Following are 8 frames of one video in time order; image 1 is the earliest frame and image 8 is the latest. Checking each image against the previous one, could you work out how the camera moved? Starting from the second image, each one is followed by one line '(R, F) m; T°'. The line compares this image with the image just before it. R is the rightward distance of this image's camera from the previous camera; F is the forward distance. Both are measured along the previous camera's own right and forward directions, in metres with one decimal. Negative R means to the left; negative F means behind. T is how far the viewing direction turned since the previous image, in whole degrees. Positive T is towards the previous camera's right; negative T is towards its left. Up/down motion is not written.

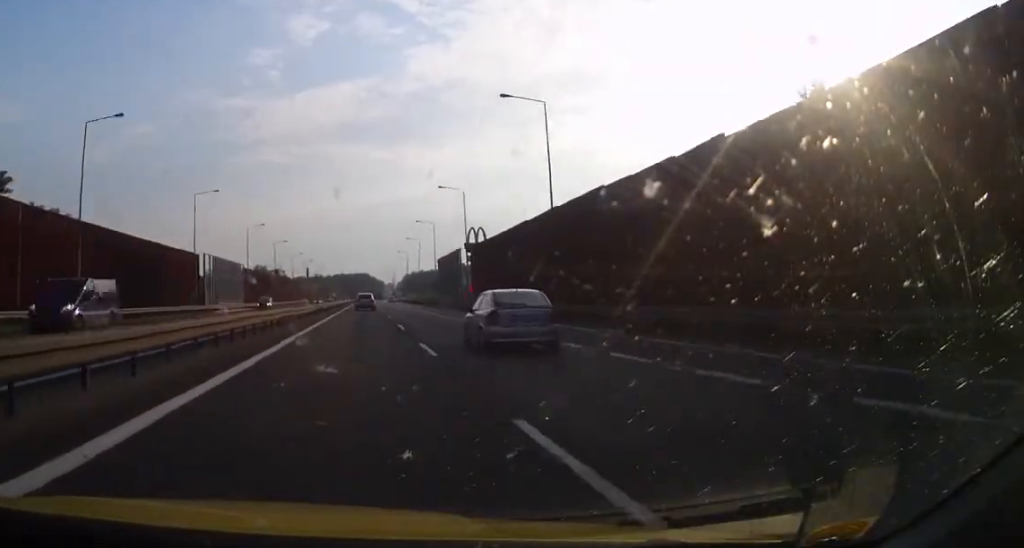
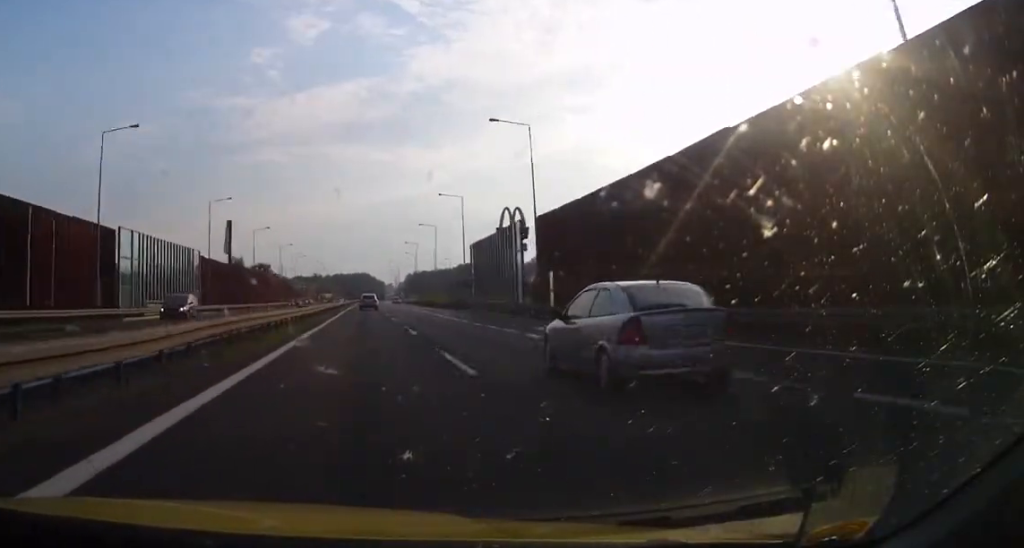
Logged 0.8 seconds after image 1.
(+1.9, +27.5) m; -4°
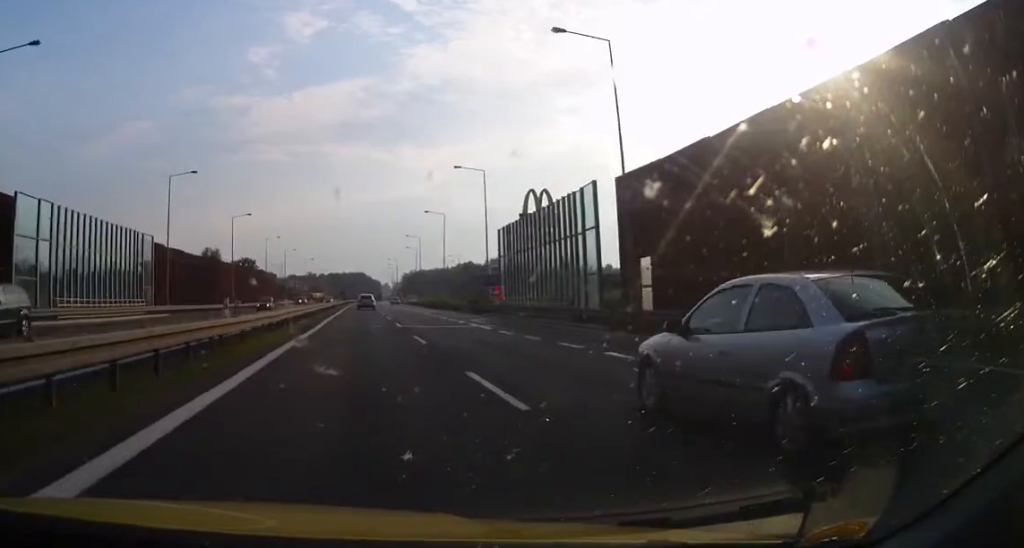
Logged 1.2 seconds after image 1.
(-1.9, +15.4) m; -2°
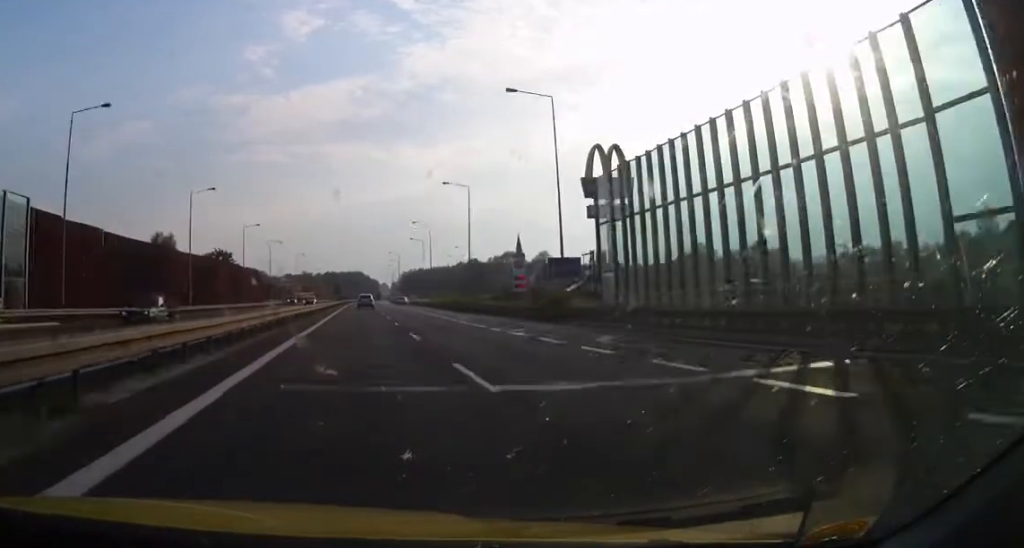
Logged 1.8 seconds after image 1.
(-2.3, +22.6) m; -2°
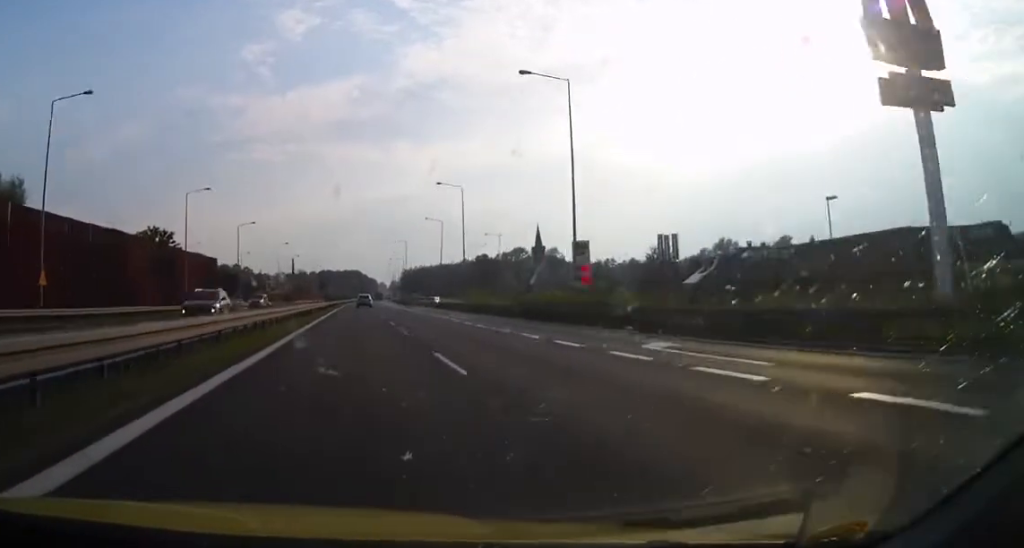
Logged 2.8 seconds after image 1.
(+2.4, +34.1) m; +8°
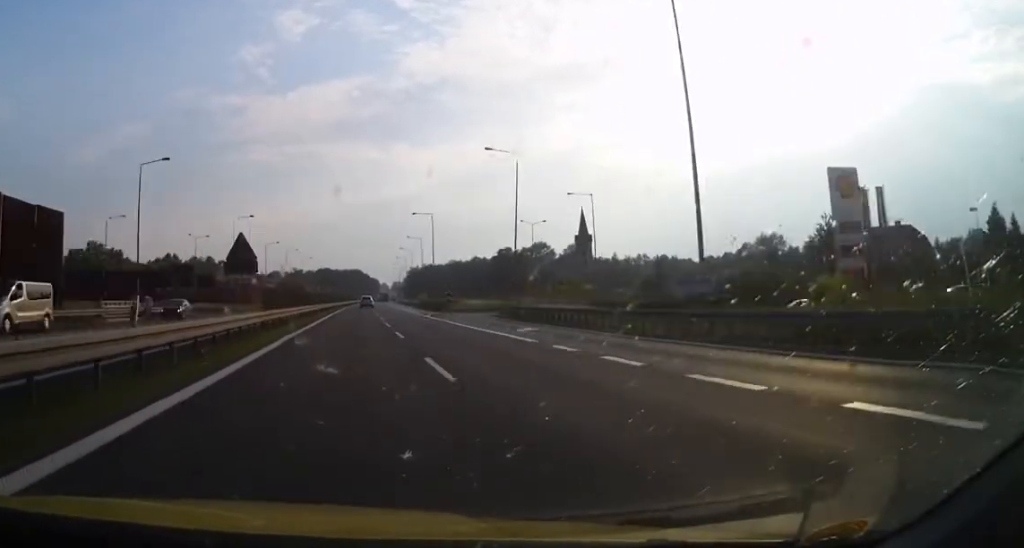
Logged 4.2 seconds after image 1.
(-0.4, +47.6) m; -6°
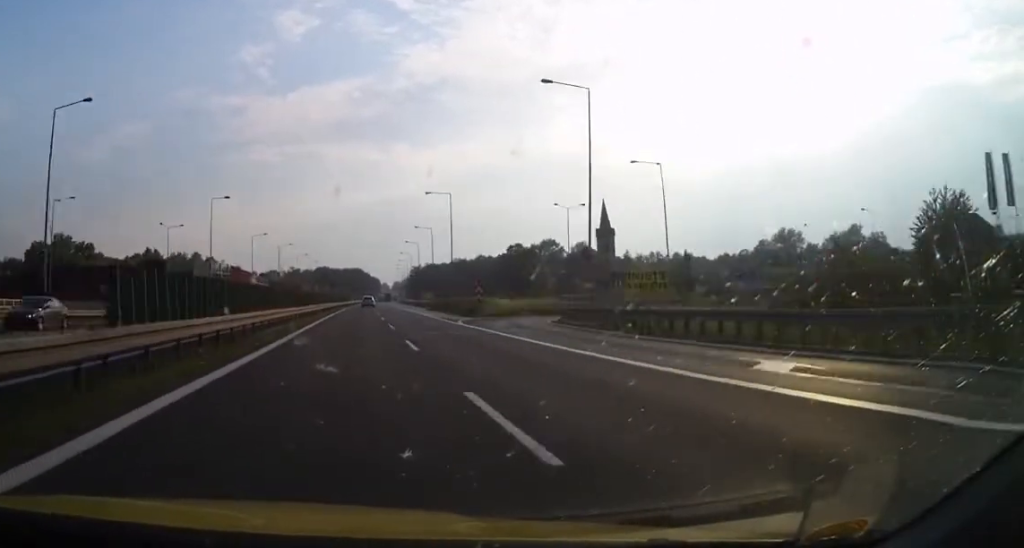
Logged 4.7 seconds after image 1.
(-2.0, +17.6) m; -2°
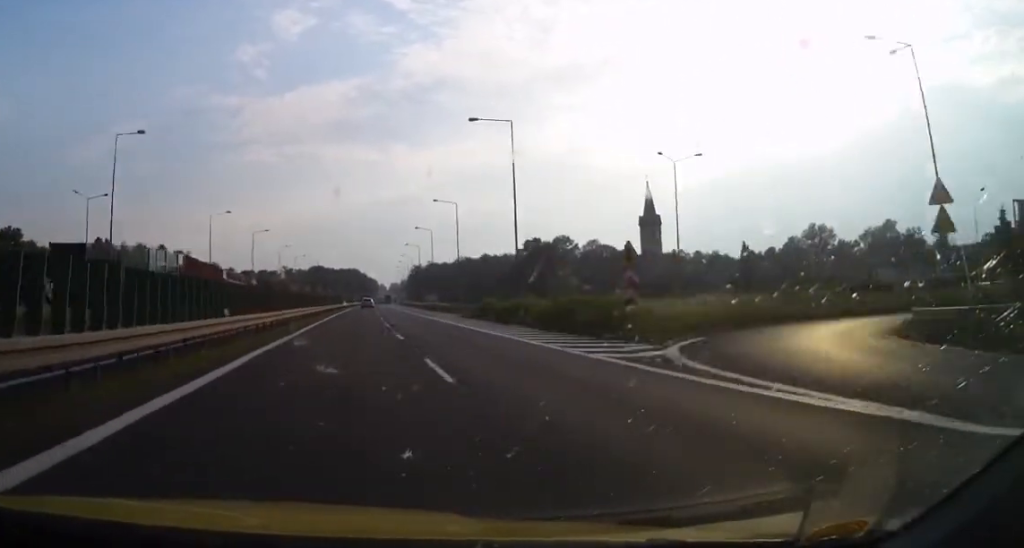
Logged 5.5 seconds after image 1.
(+1.3, +30.4) m; +3°
